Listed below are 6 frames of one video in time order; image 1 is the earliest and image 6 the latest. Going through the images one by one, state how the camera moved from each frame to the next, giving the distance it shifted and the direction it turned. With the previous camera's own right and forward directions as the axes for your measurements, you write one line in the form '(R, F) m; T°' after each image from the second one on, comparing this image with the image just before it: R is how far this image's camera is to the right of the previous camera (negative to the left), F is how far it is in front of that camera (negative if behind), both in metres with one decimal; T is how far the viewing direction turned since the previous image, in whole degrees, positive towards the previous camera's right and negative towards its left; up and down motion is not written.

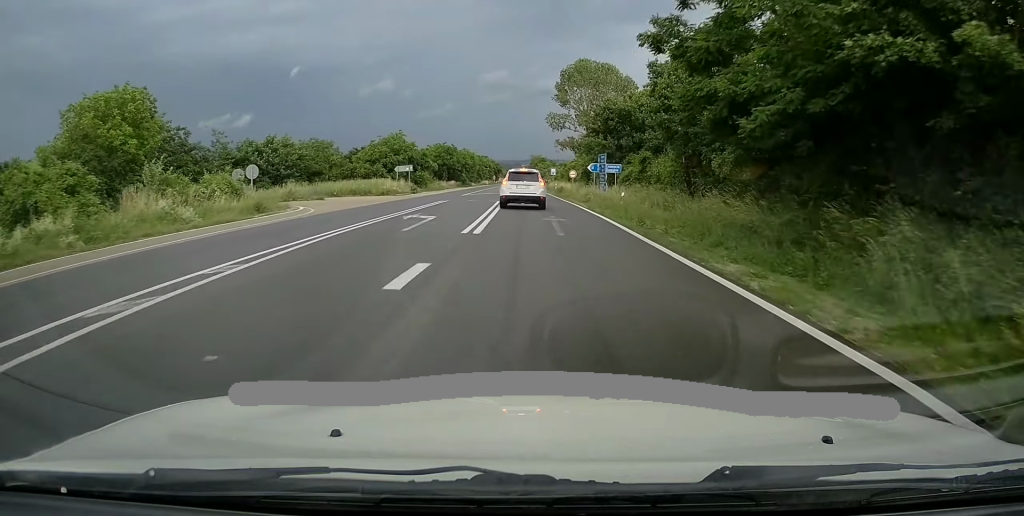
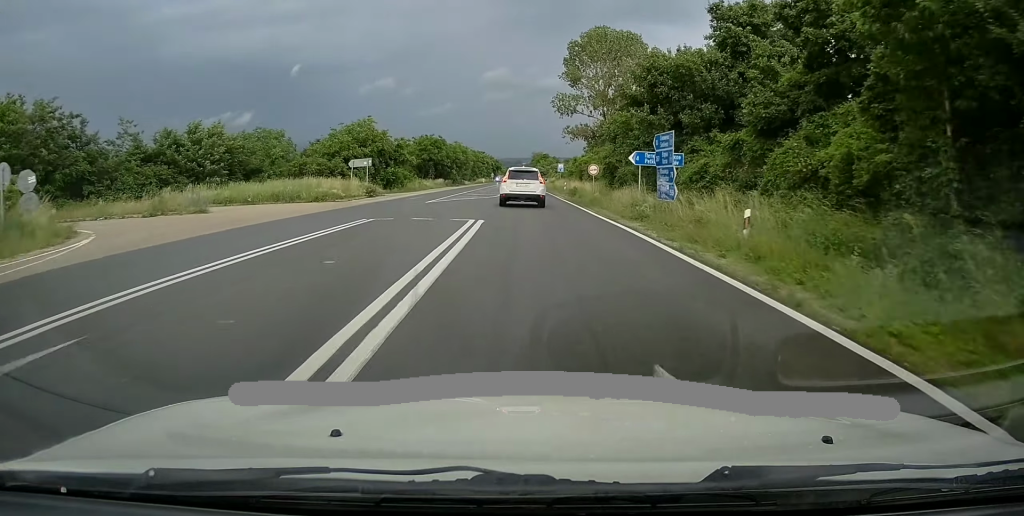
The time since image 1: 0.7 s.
(-0.2, +17.2) m; 0°
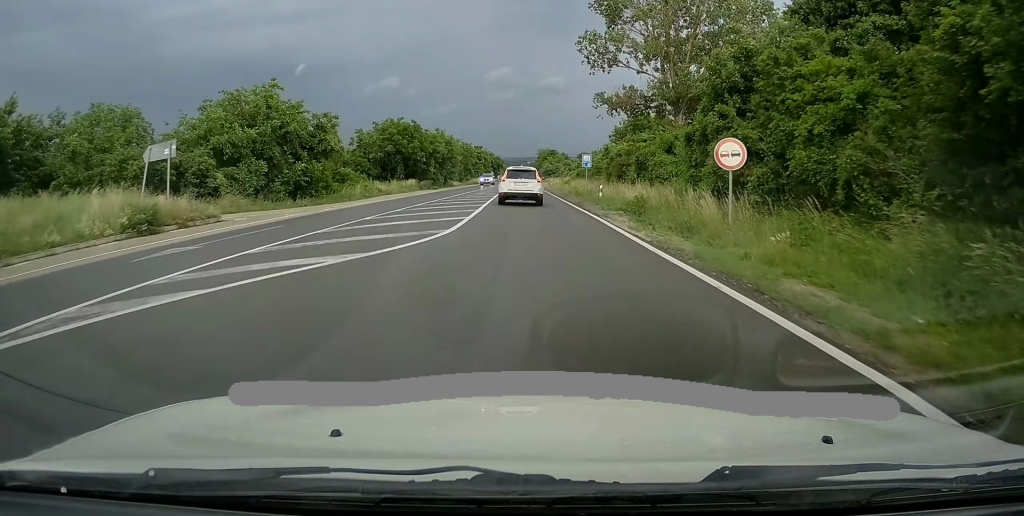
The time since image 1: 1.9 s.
(+0.2, +27.4) m; 0°
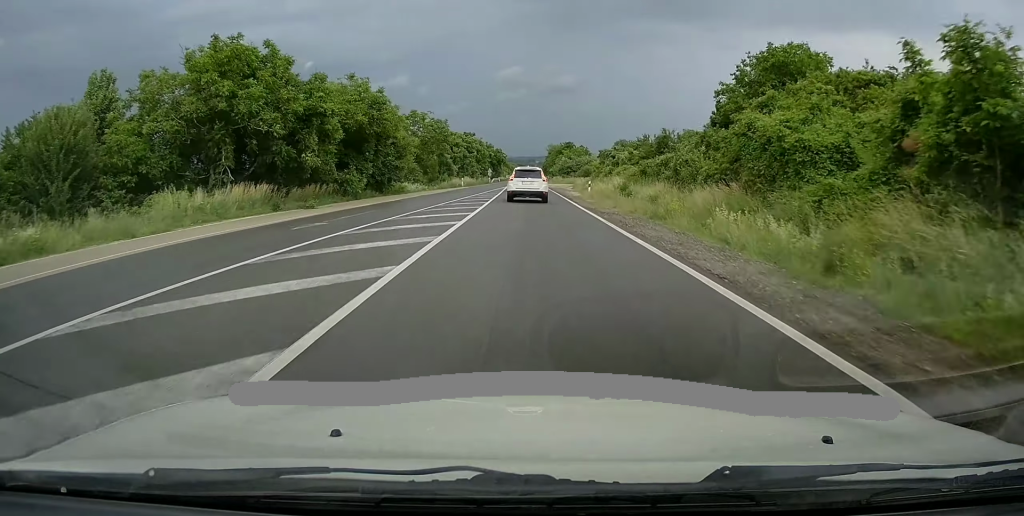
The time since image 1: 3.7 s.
(-0.5, +42.9) m; 0°
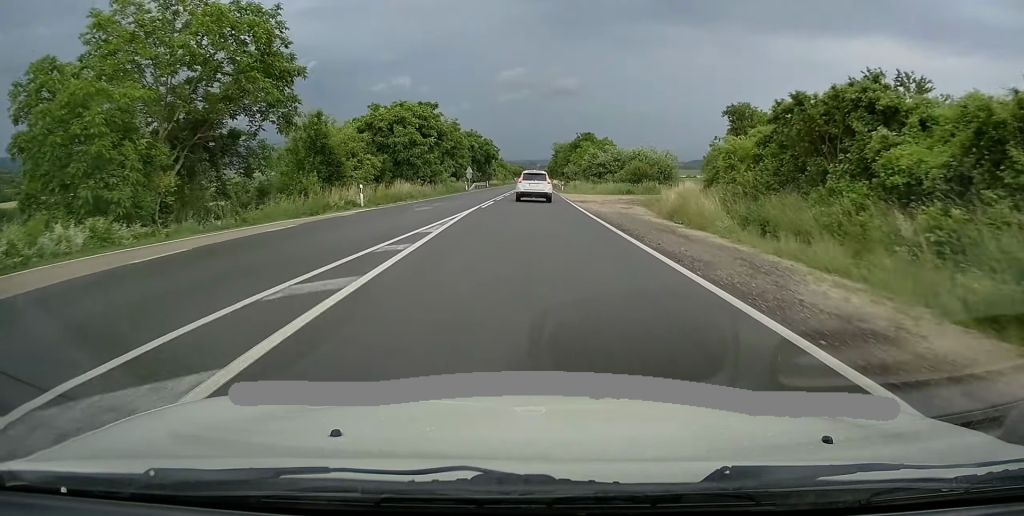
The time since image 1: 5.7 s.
(+0.7, +47.0) m; +1°
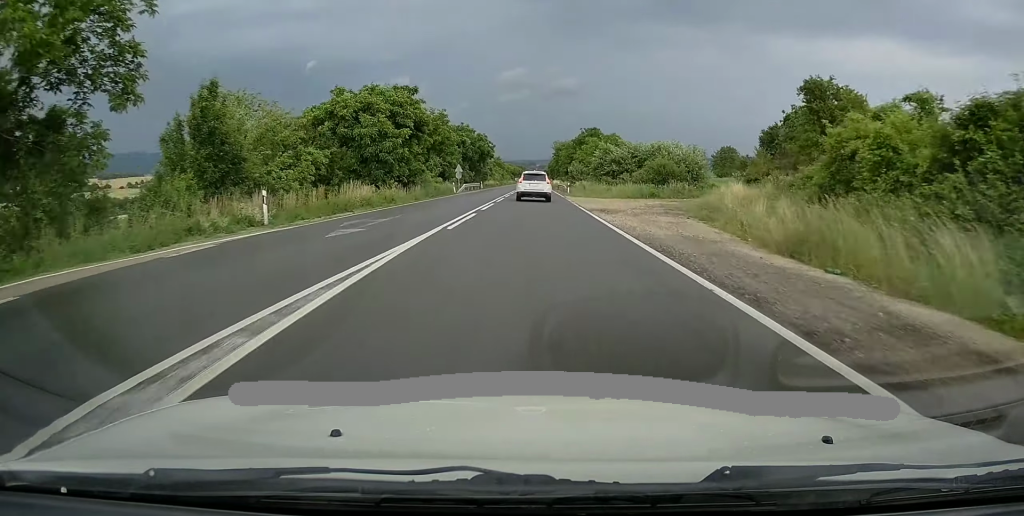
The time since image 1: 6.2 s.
(-0.2, +11.0) m; -1°
